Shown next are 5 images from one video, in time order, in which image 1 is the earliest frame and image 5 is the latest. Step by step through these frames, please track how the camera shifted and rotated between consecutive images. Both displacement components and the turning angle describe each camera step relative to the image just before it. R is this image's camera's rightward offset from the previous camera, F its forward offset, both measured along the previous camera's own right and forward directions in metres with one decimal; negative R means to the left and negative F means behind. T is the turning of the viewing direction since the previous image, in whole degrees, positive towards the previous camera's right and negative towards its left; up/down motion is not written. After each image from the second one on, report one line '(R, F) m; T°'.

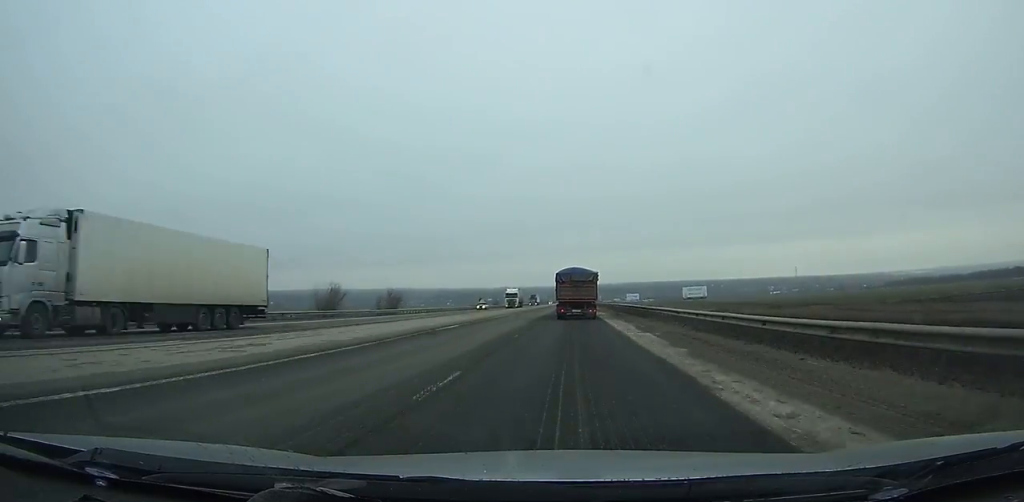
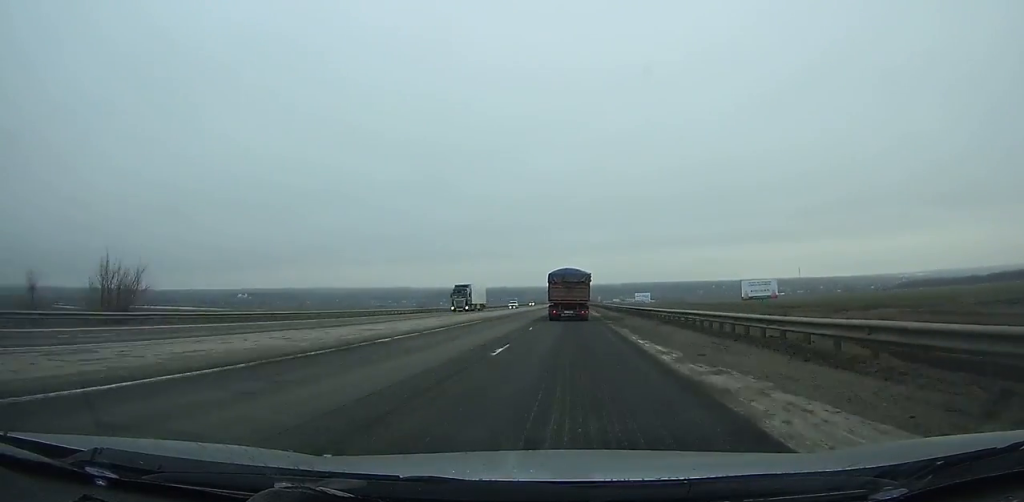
(+0.2, +53.4) m; 0°
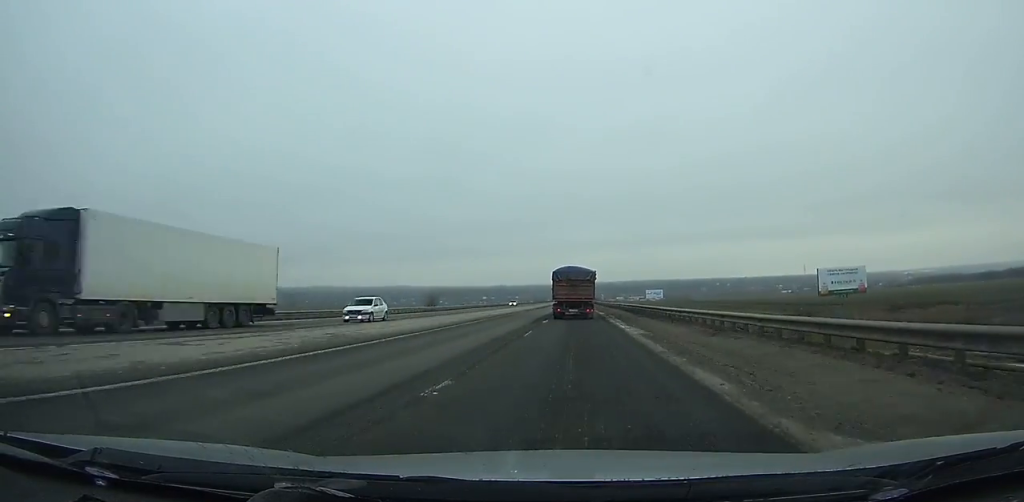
(-0.1, +29.2) m; 0°
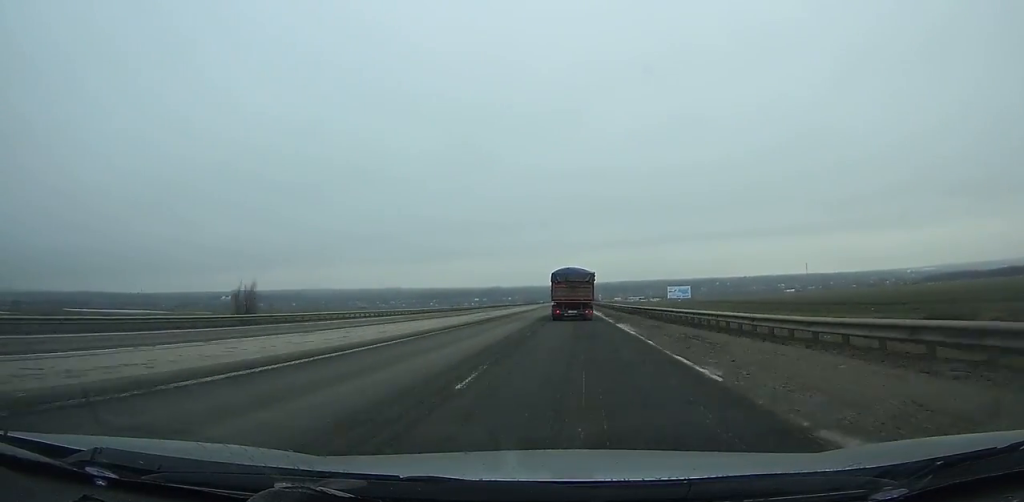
(-0.1, +58.6) m; 0°
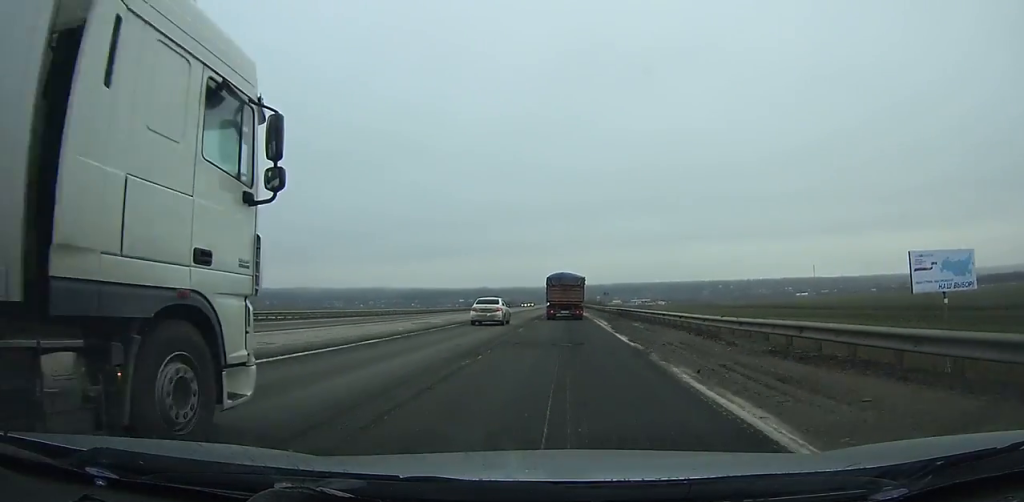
(+0.6, +117.5) m; 0°
